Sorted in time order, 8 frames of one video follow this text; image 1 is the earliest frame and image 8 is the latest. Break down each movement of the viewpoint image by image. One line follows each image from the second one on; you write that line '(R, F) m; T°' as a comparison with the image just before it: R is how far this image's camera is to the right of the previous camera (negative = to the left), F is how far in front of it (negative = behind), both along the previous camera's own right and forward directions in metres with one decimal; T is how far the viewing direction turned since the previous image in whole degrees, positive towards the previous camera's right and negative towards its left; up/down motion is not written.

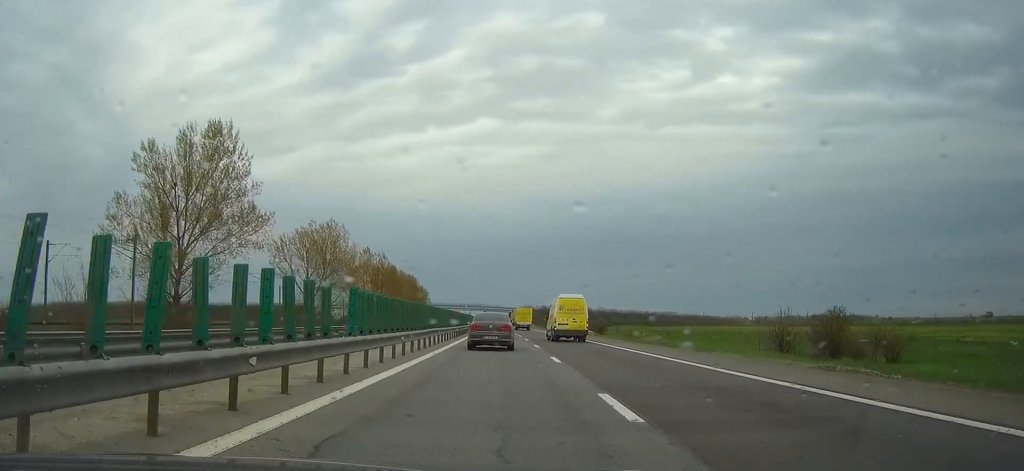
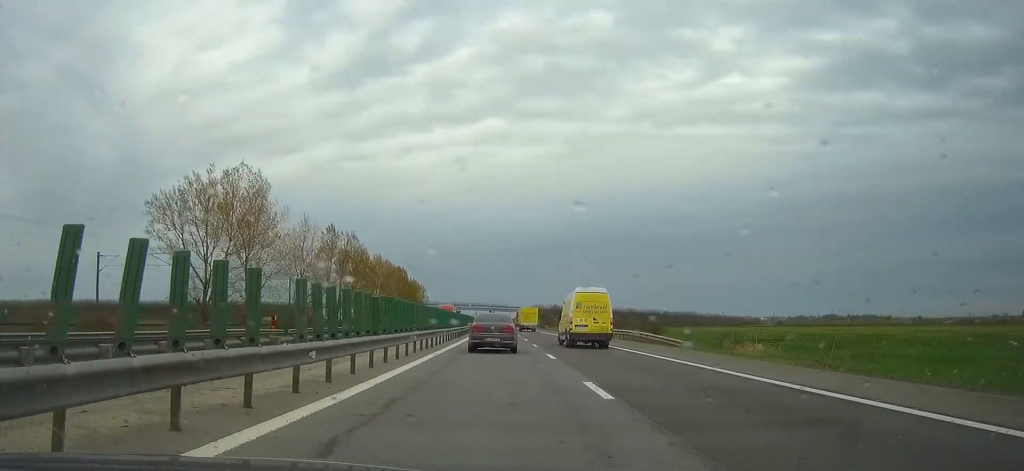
(-0.3, +33.4) m; -1°
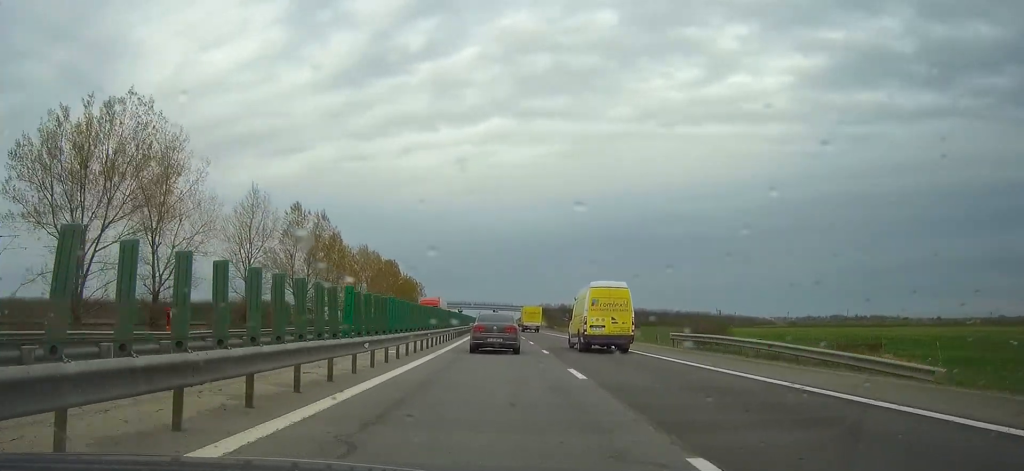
(+0.1, +19.9) m; 0°
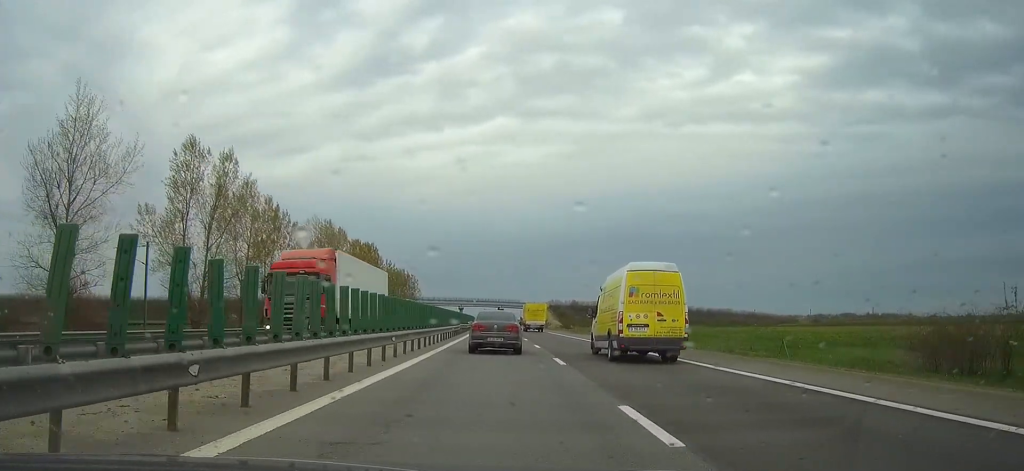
(-0.2, +31.8) m; -1°
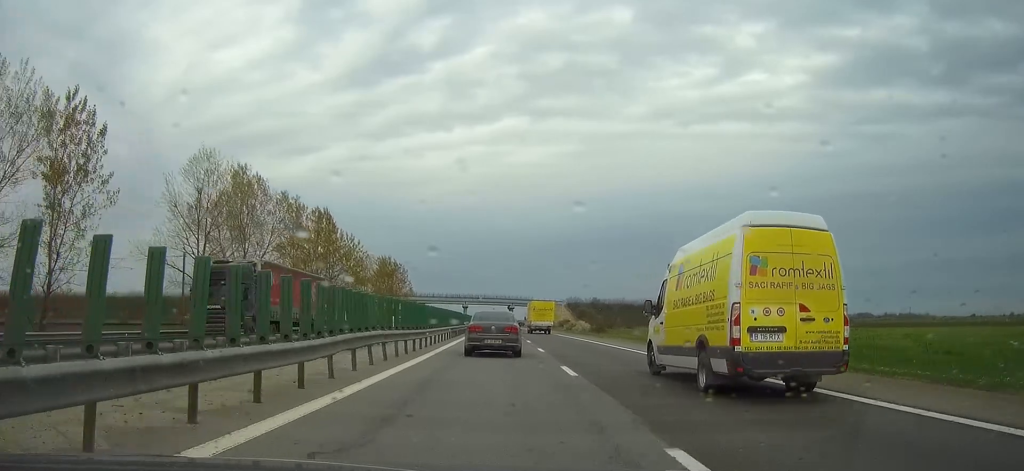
(-0.4, +39.1) m; -1°
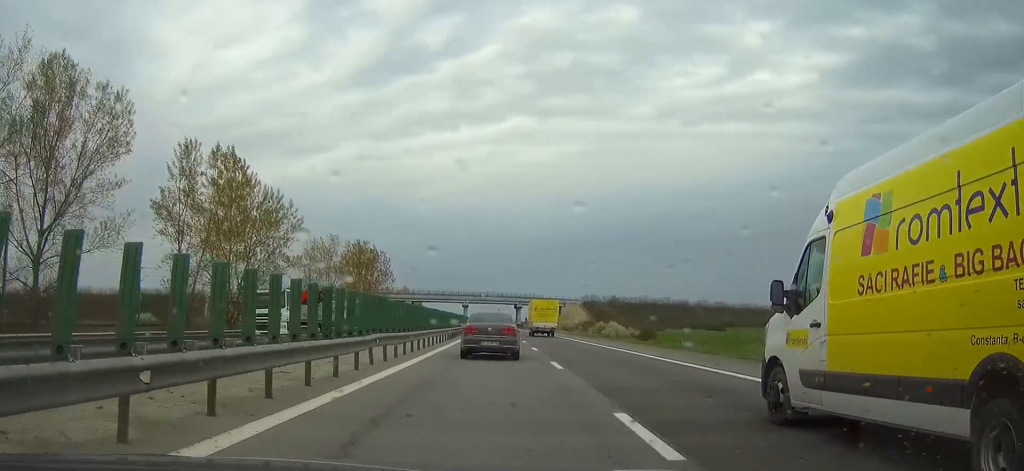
(0.0, +33.3) m; 0°
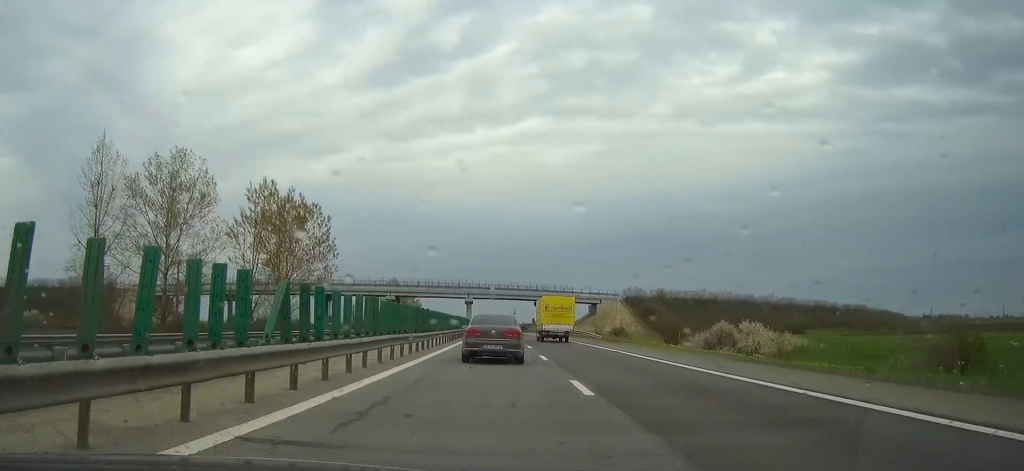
(-0.7, +54.3) m; -1°
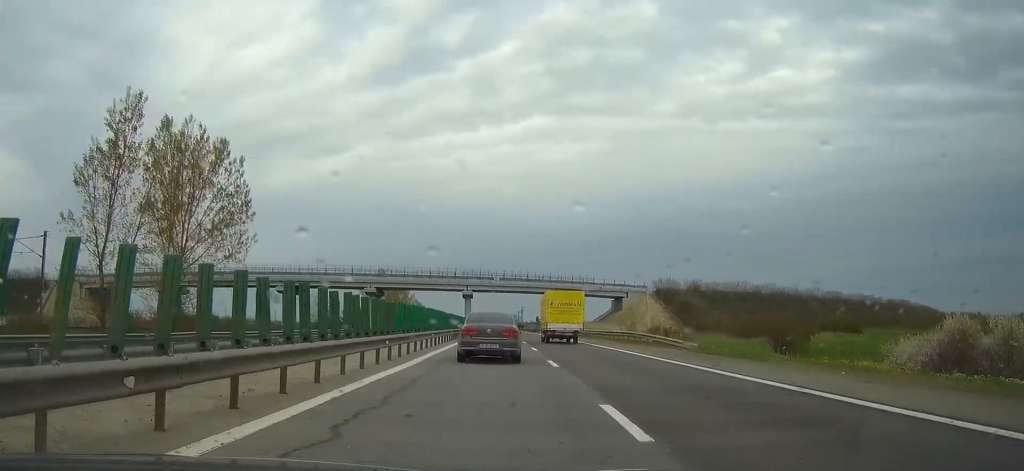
(-0.2, +28.7) m; -1°
